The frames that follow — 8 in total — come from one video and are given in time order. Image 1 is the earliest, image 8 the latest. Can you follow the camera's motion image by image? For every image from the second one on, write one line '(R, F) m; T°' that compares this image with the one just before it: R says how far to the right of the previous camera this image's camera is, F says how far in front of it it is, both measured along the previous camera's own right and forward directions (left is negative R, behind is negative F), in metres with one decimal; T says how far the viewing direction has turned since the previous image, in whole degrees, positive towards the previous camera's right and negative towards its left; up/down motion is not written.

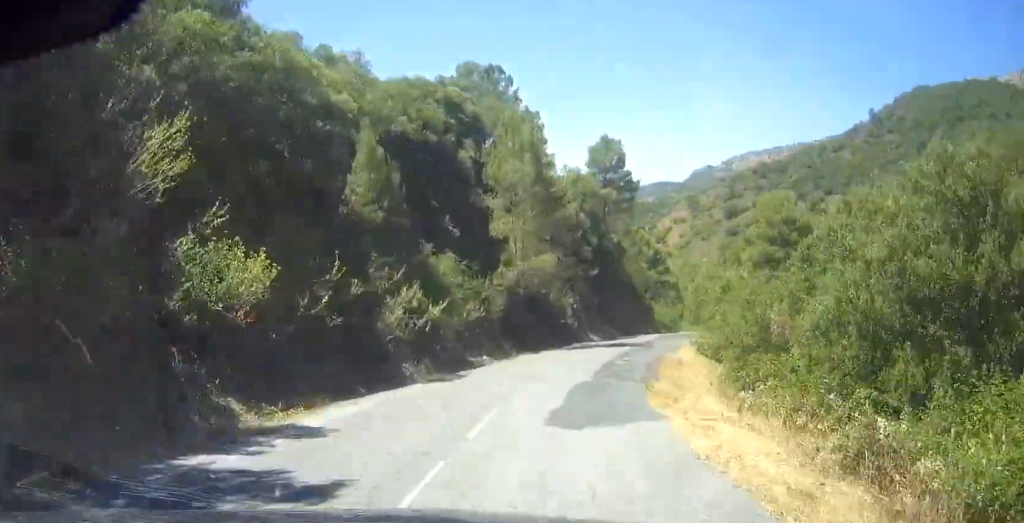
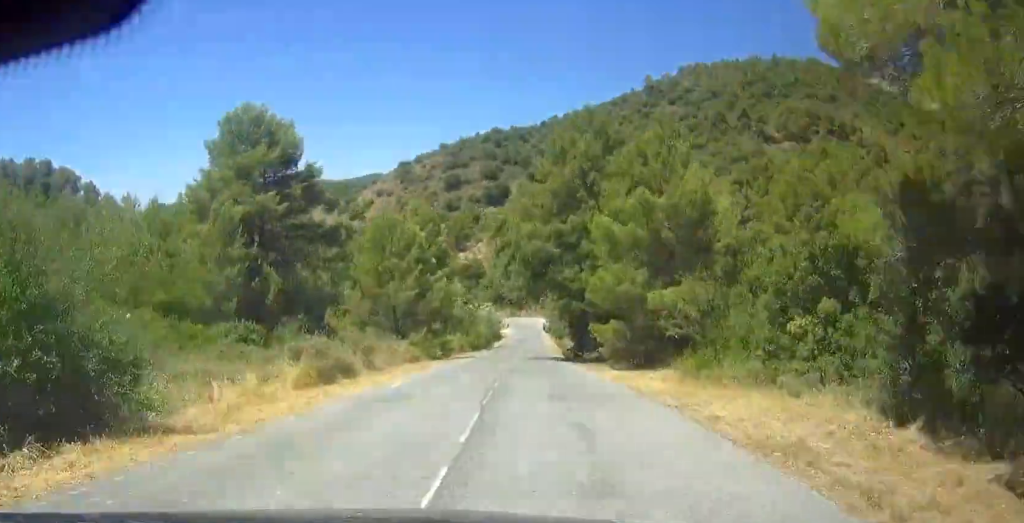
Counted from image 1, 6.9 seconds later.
(+10.4, +77.0) m; +12°
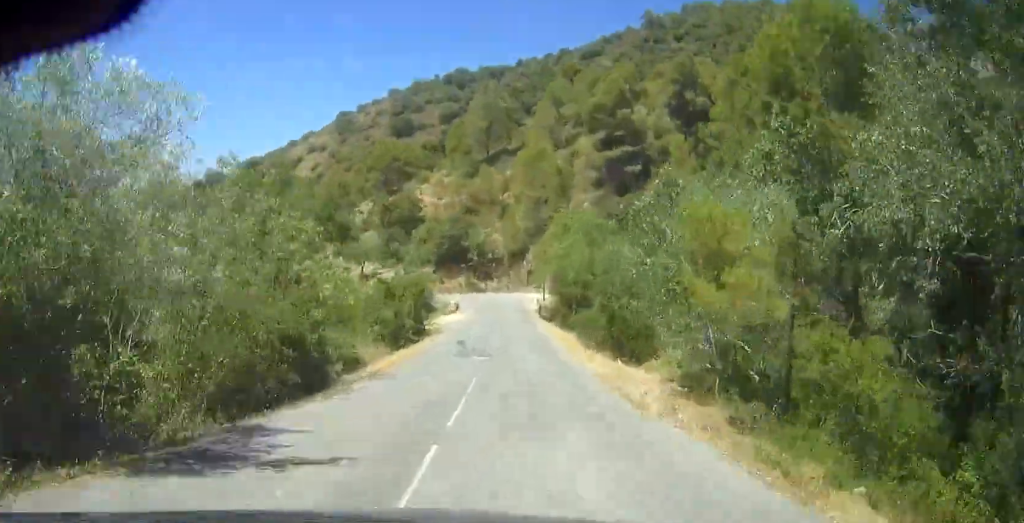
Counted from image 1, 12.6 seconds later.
(+3.4, +68.5) m; +1°
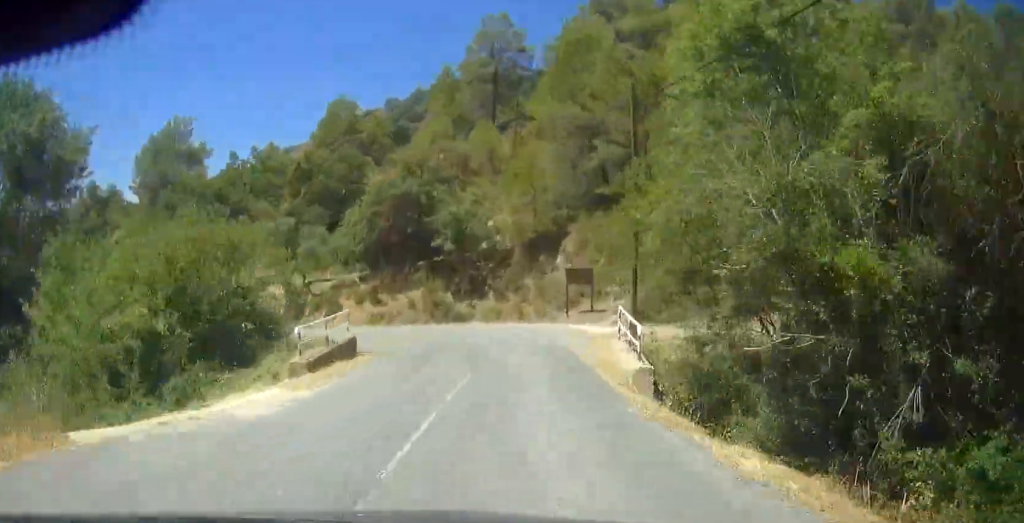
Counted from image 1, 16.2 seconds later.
(-1.4, +39.2) m; -12°
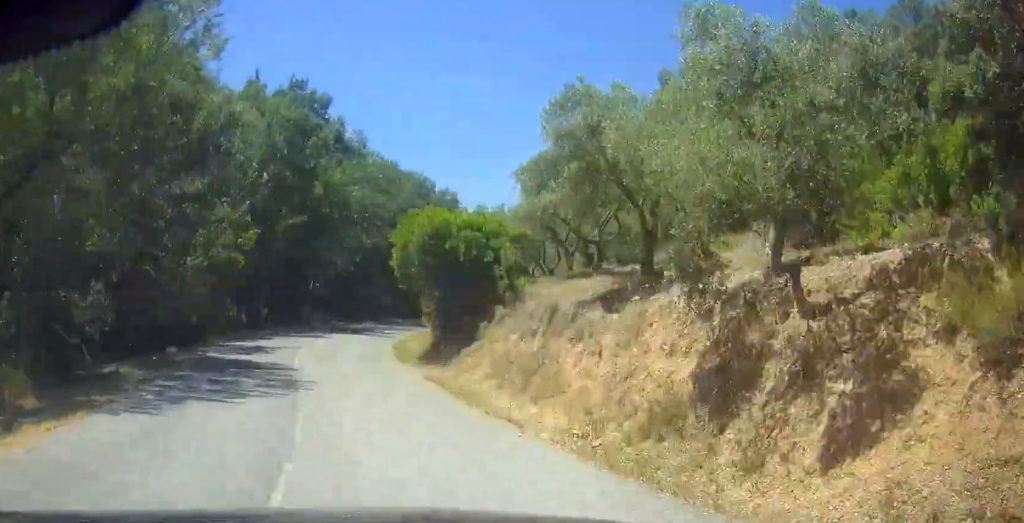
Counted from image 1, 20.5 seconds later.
(-8.8, +42.0) m; -29°
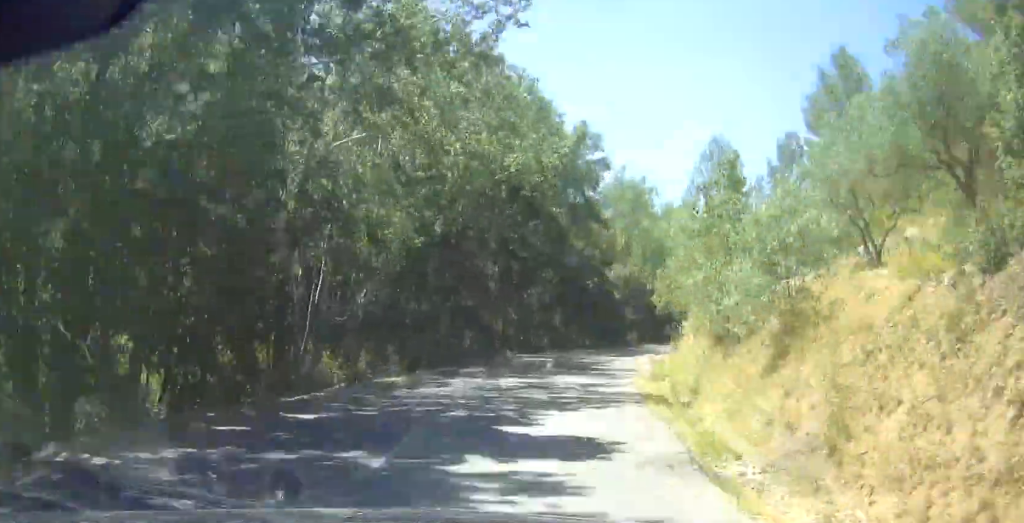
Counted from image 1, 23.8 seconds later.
(-8.8, +31.6) m; -3°
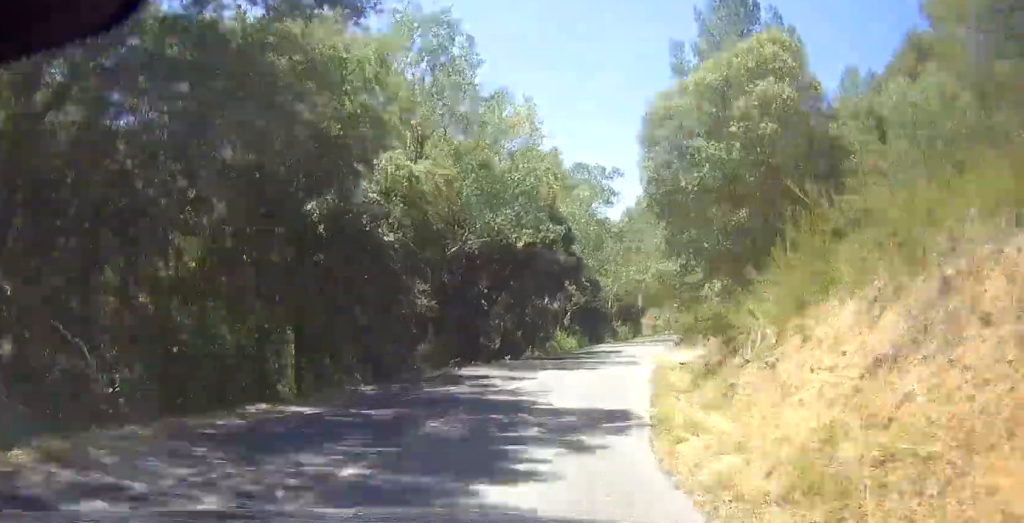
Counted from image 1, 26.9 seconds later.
(+3.2, +28.9) m; +9°
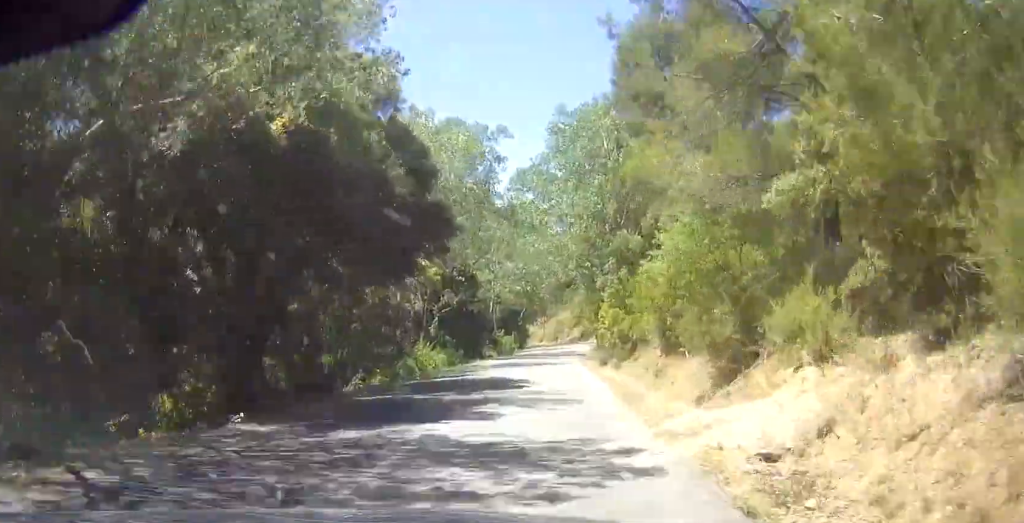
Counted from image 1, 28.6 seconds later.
(+0.9, +17.0) m; +7°
